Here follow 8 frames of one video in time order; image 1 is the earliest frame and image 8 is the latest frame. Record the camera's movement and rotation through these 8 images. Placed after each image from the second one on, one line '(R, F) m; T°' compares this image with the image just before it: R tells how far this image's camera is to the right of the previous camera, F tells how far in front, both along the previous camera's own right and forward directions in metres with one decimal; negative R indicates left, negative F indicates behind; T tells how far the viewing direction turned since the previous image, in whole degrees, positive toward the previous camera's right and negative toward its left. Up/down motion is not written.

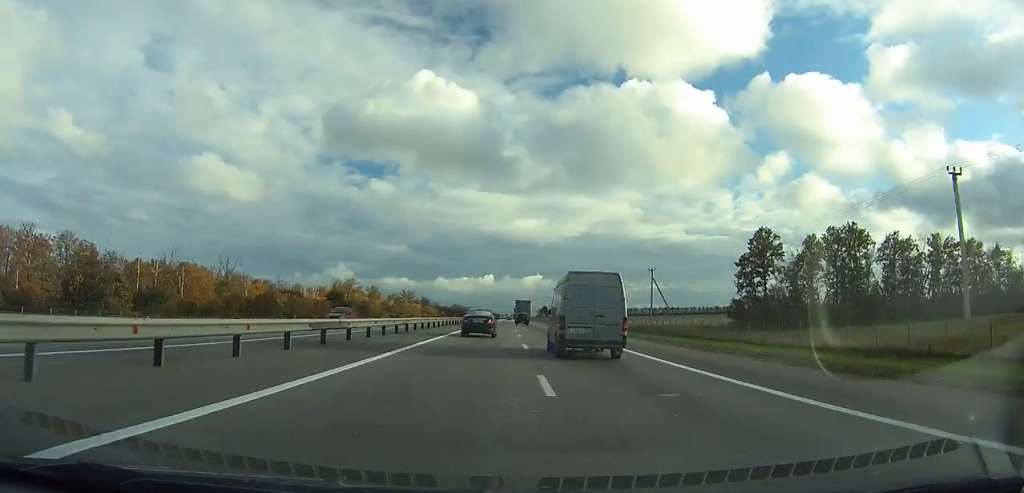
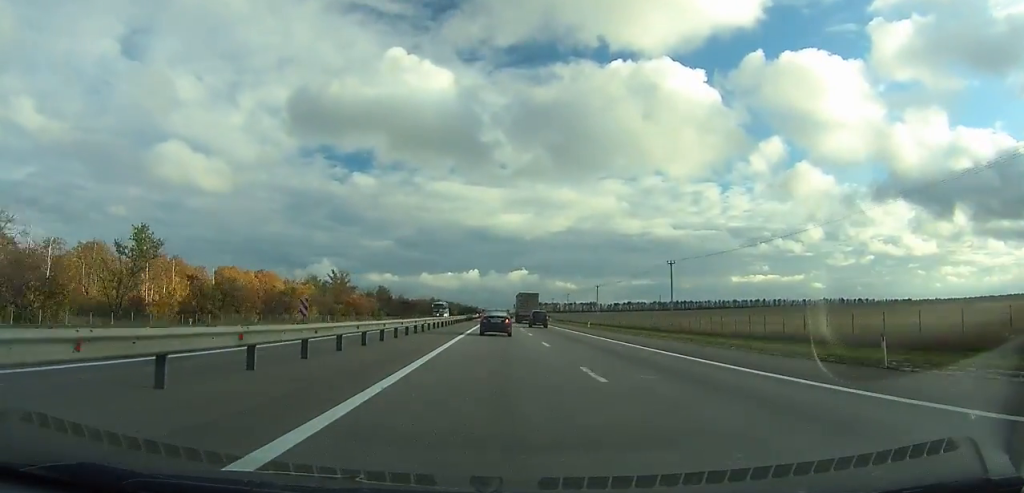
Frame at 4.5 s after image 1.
(+0.1, +130.2) m; +1°
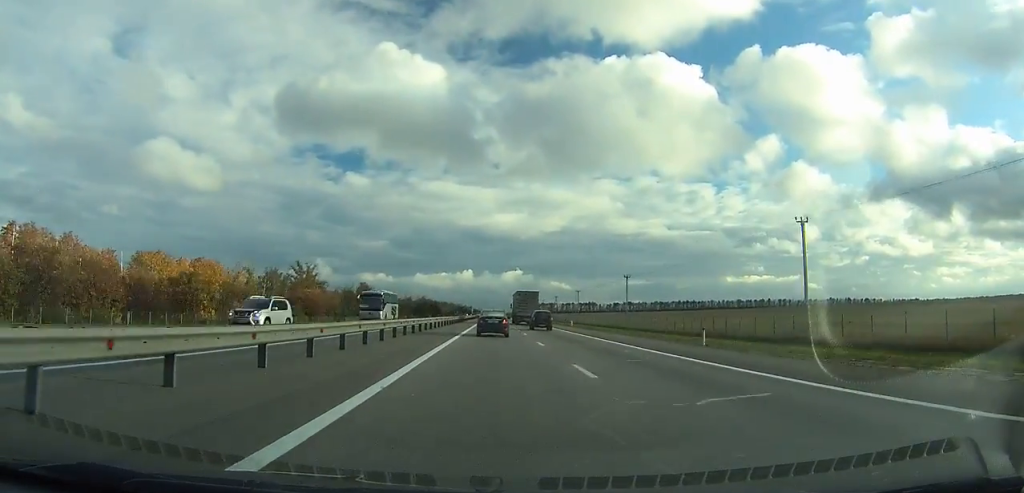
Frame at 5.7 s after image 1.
(+0.2, +35.2) m; 0°
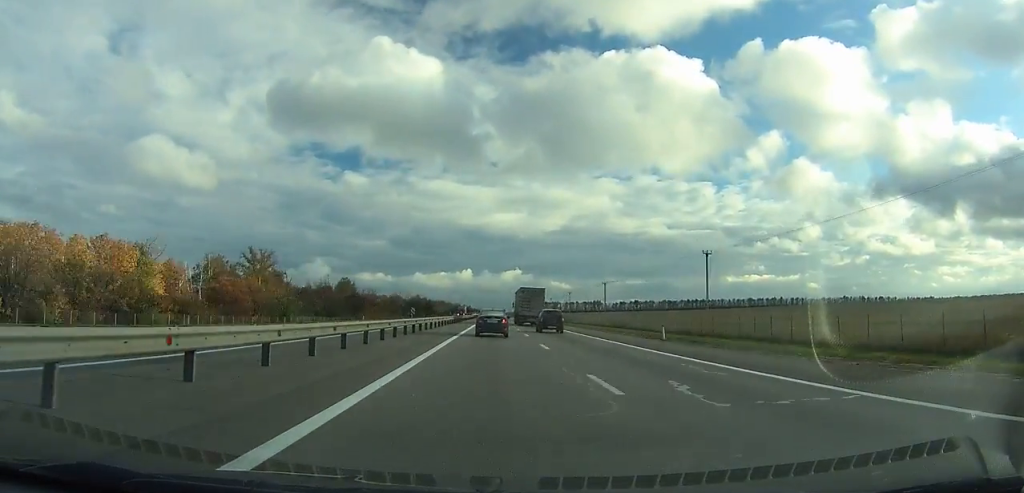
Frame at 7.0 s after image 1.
(+0.1, +38.2) m; 0°
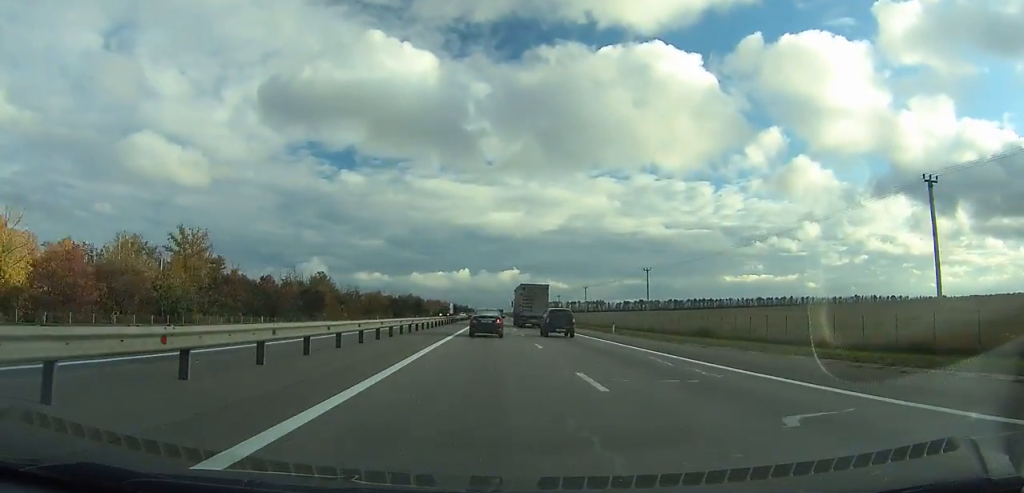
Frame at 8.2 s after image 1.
(+0.1, +35.5) m; 0°
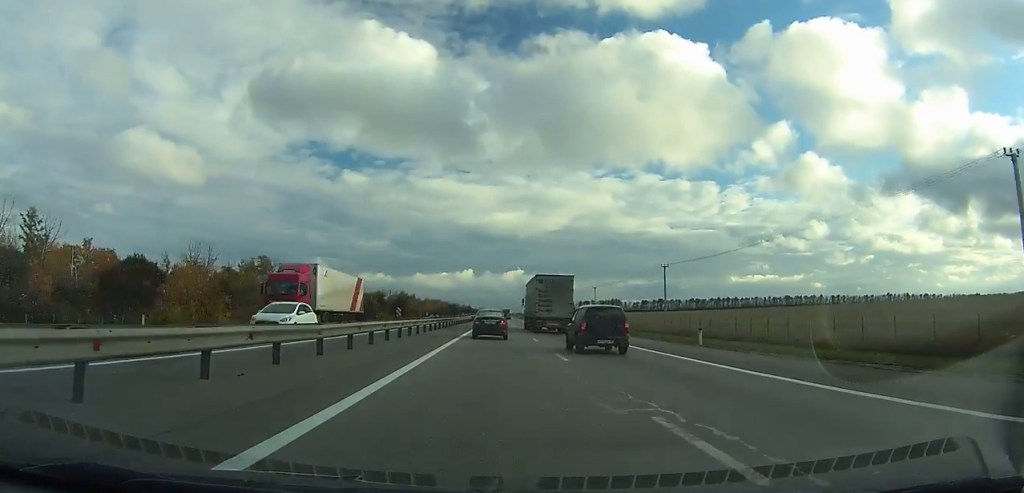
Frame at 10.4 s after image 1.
(+0.2, +65.3) m; 0°
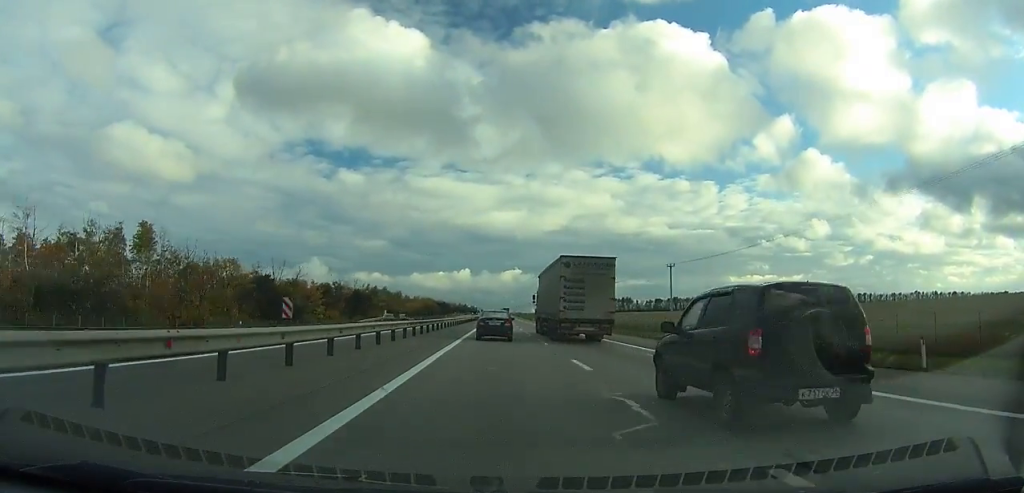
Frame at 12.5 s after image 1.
(-0.1, +62.8) m; 0°
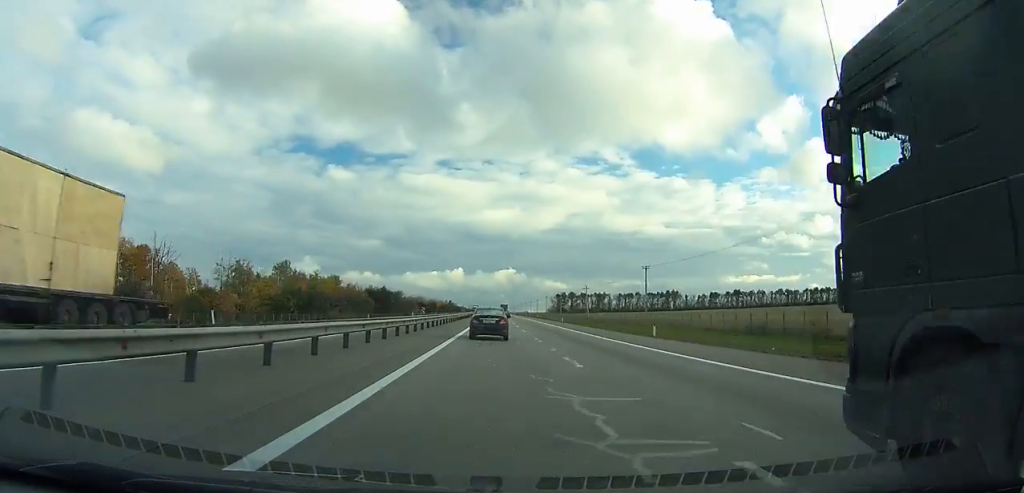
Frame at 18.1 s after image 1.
(+0.5, +168.7) m; 0°
